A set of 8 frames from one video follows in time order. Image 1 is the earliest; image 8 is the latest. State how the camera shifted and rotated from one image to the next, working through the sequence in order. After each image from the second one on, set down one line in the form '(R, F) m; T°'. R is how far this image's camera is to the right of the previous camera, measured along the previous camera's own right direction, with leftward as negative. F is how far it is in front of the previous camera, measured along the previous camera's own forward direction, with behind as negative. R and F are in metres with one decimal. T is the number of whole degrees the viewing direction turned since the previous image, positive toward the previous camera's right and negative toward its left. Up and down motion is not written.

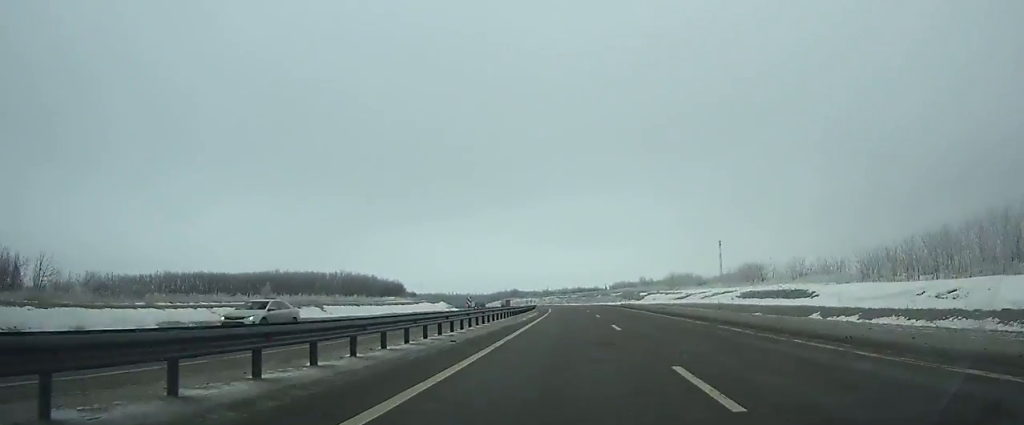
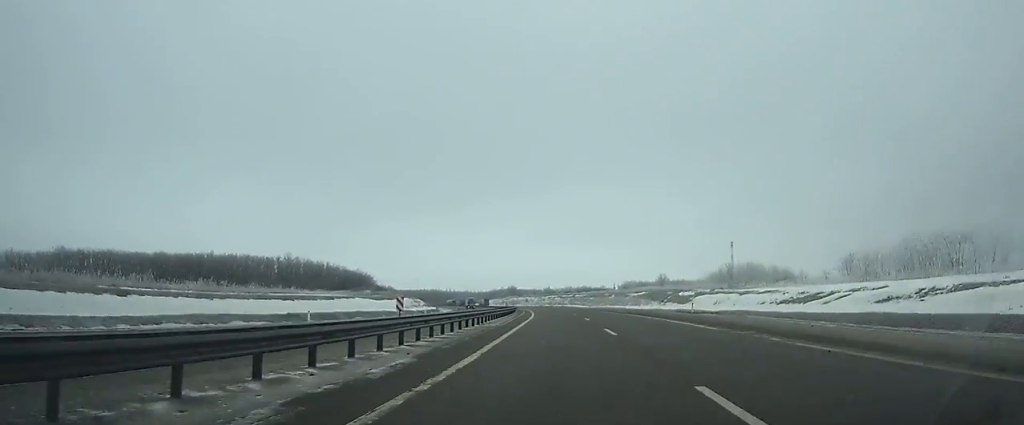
(-0.3, +52.2) m; -1°
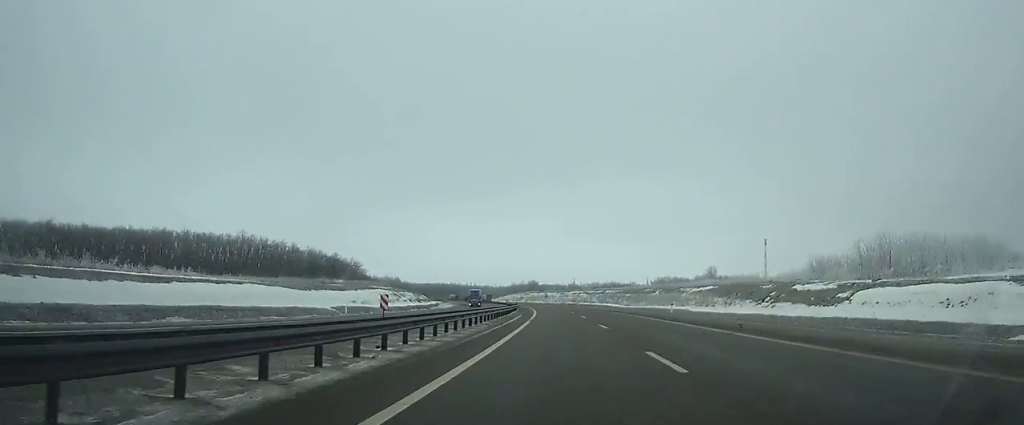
(-0.5, +45.5) m; -2°
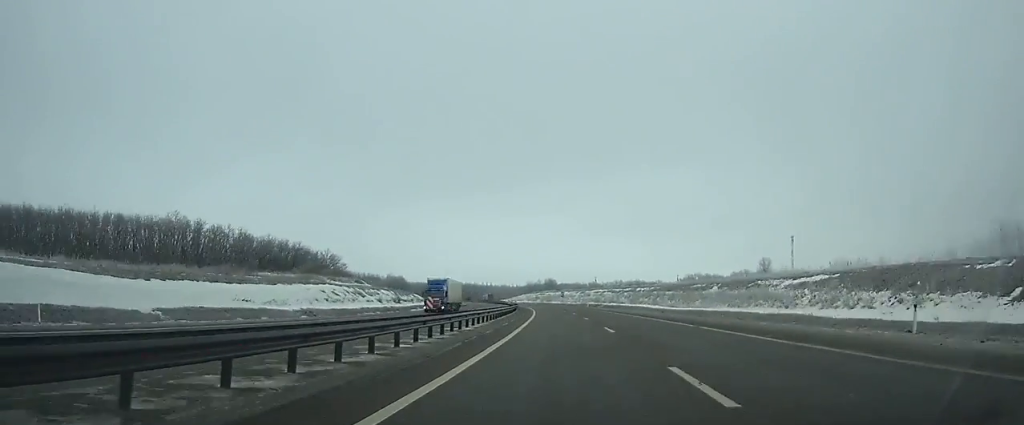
(-0.3, +38.4) m; -2°
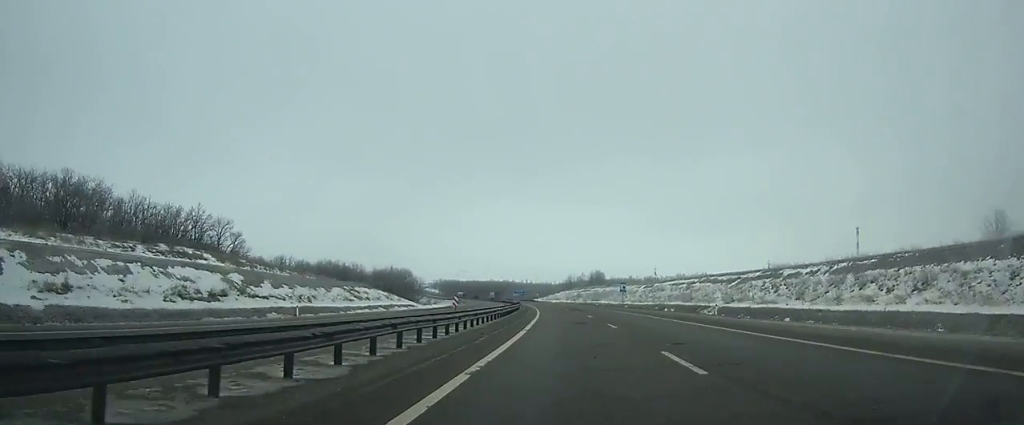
(-3.1, +80.6) m; -4°
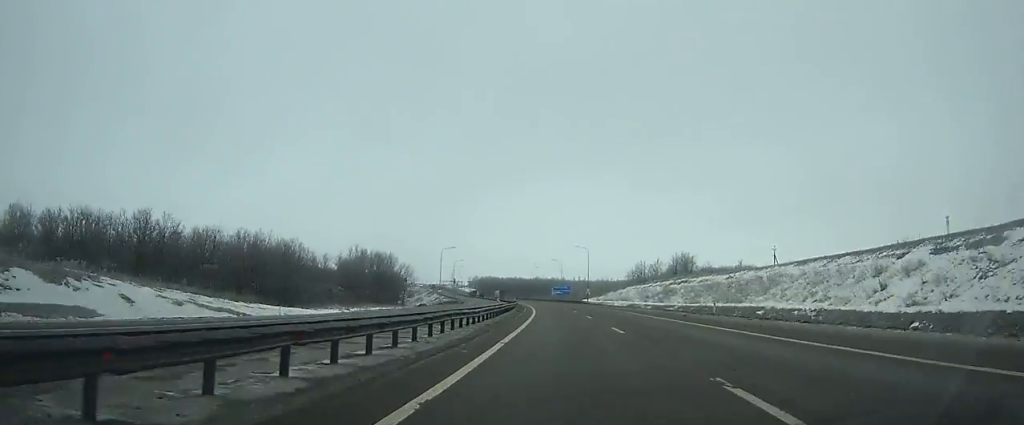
(-4.5, +97.0) m; -6°
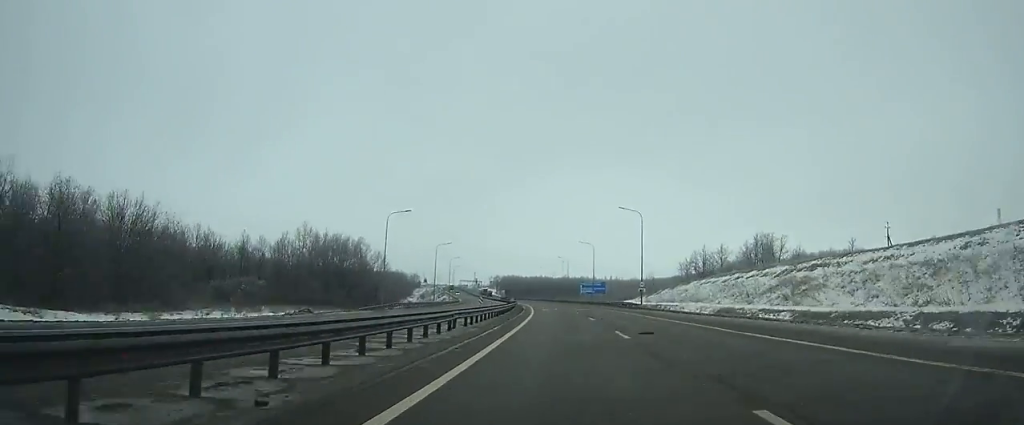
(-1.5, +45.4) m; -2°
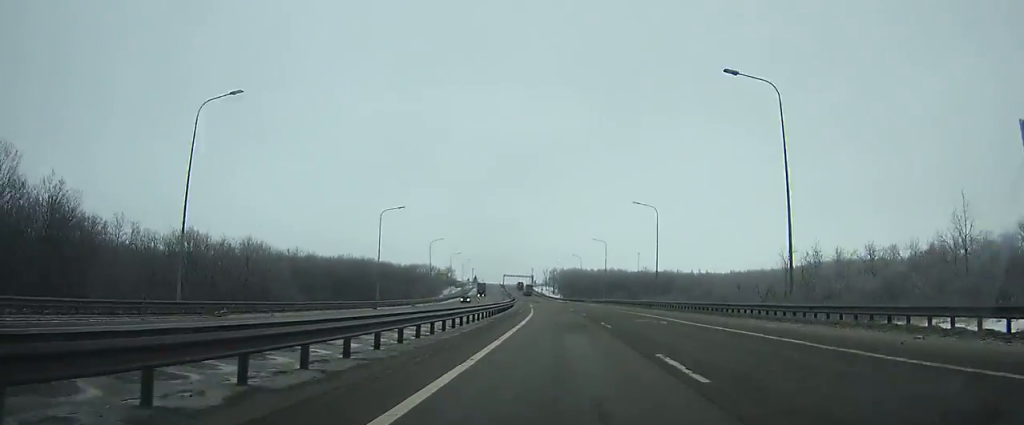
(-5.2, +111.5) m; -5°
